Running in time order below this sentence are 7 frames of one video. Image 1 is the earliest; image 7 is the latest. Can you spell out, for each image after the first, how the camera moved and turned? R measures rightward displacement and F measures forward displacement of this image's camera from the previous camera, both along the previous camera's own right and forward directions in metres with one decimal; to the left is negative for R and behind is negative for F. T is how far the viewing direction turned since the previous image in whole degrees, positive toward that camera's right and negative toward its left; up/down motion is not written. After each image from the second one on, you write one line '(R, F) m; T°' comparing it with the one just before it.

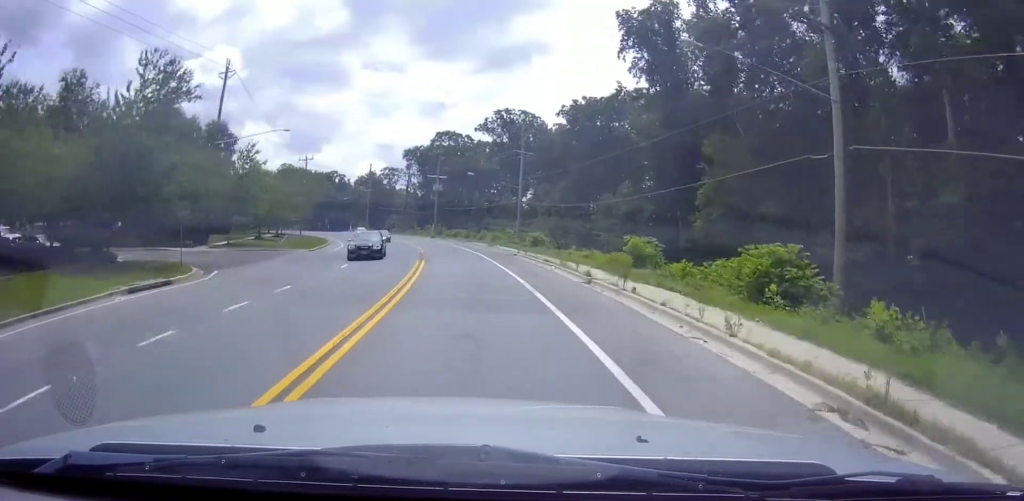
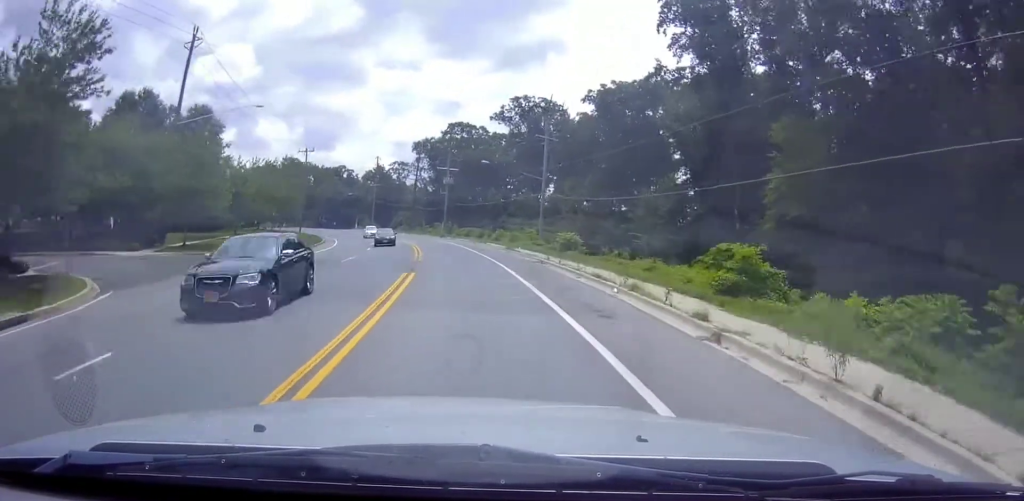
(-0.1, +9.8) m; -1°
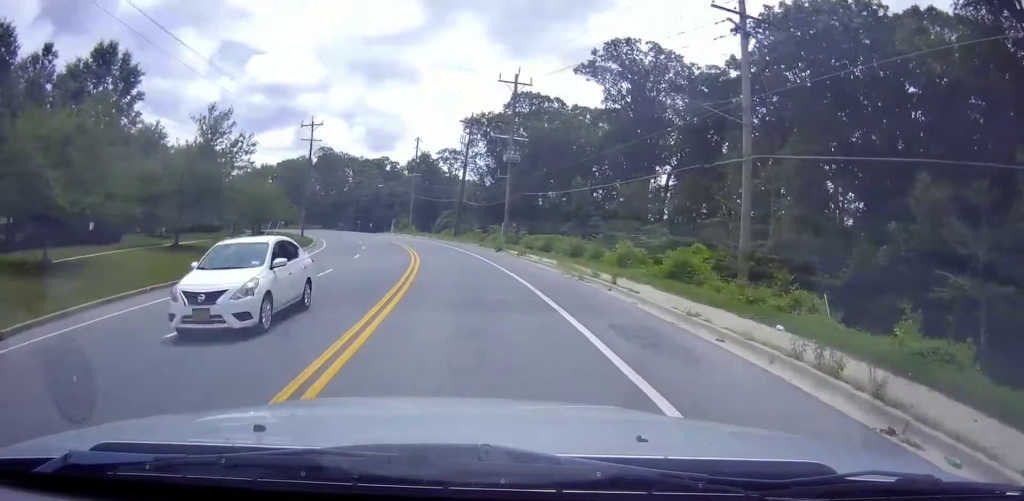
(-1.5, +31.8) m; -8°
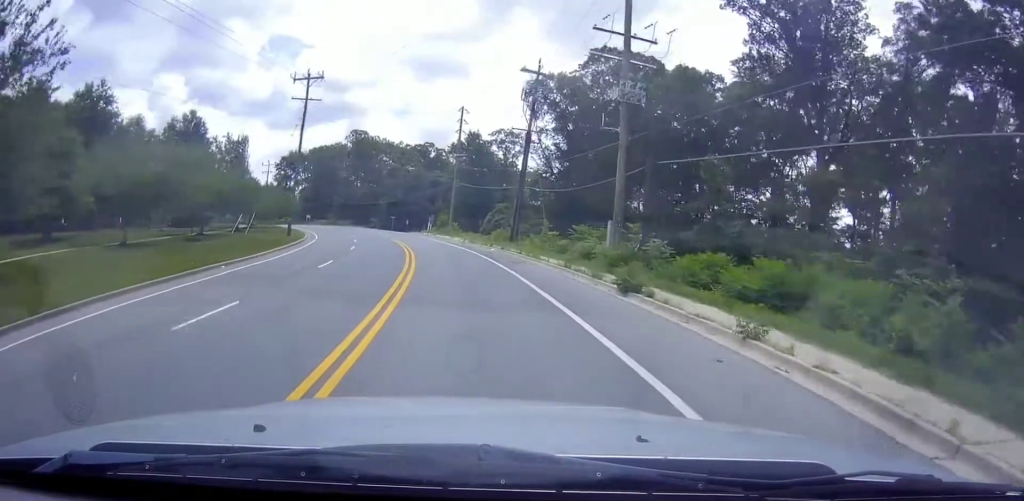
(-1.6, +24.2) m; -6°
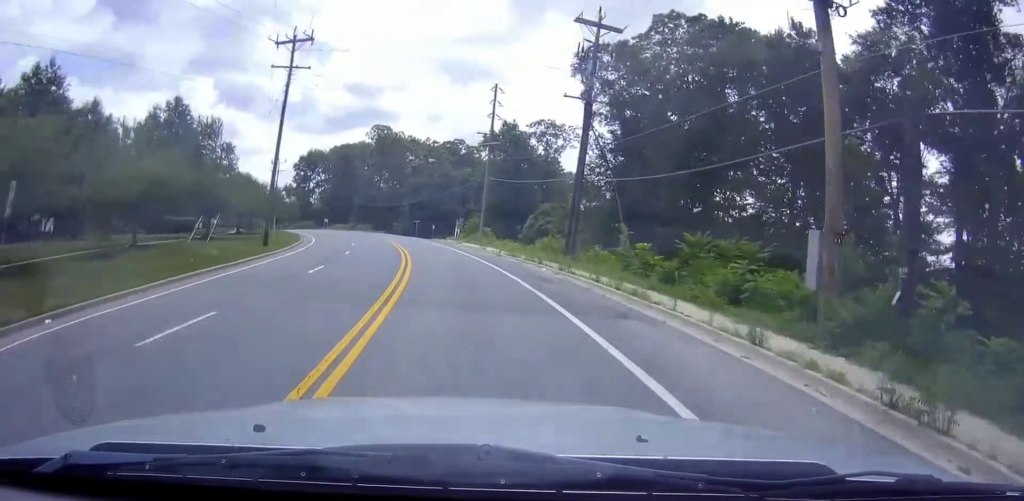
(-0.2, +14.1) m; -2°
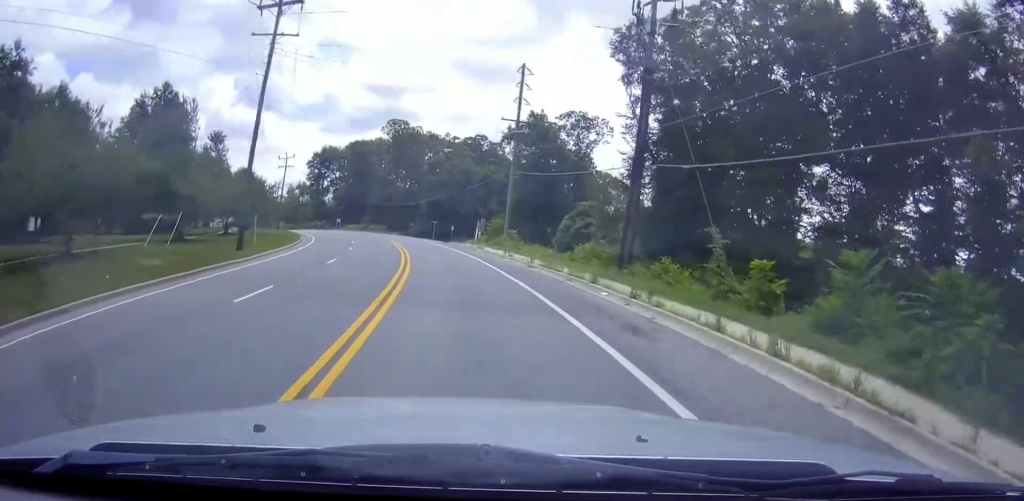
(-0.2, +8.2) m; -1°
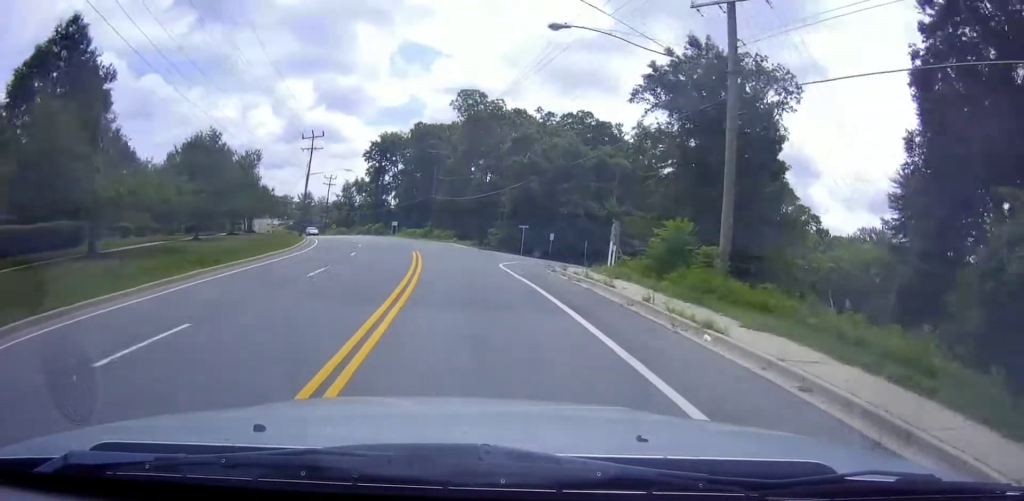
(-1.4, +31.9) m; -7°
